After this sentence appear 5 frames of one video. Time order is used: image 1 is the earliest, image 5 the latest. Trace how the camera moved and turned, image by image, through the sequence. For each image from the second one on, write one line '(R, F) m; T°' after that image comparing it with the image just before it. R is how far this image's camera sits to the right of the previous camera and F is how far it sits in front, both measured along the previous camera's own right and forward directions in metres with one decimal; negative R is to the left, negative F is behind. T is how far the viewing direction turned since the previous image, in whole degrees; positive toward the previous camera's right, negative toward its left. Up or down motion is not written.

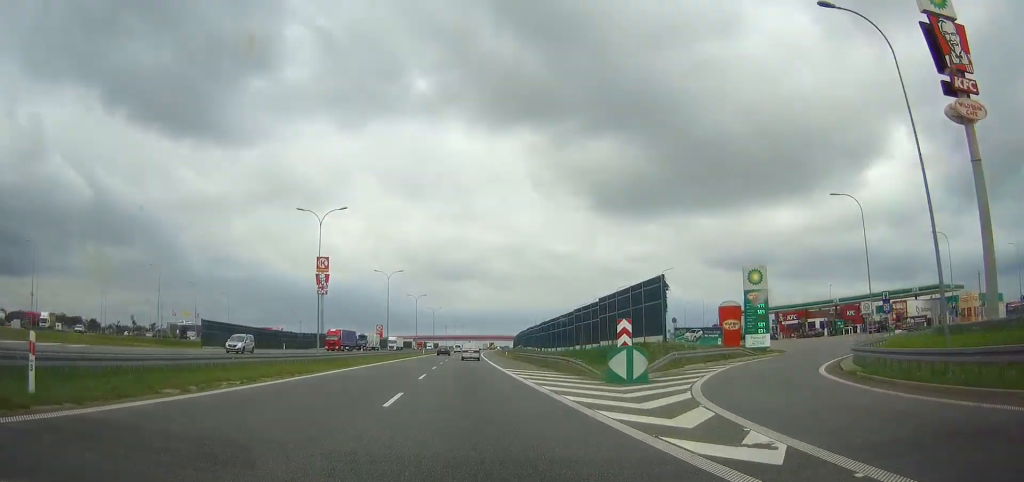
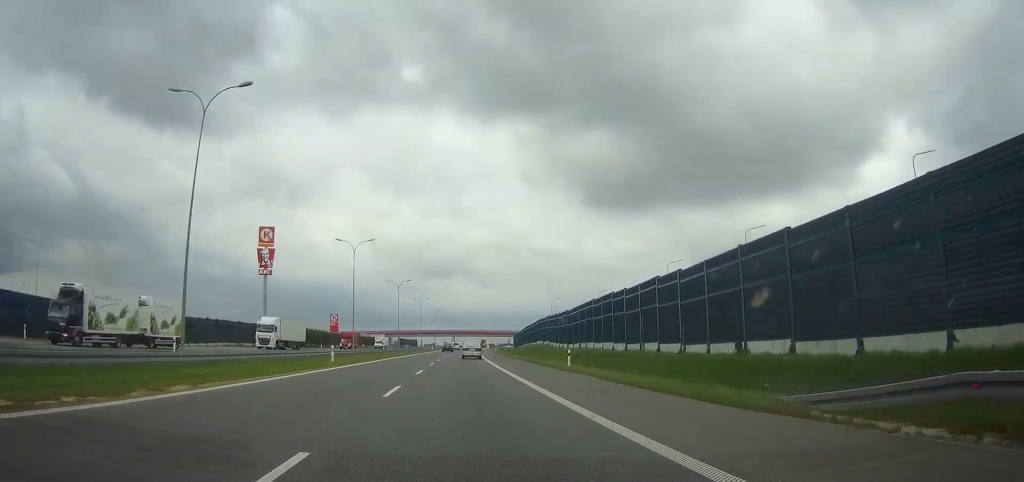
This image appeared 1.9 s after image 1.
(+1.0, +71.2) m; +2°
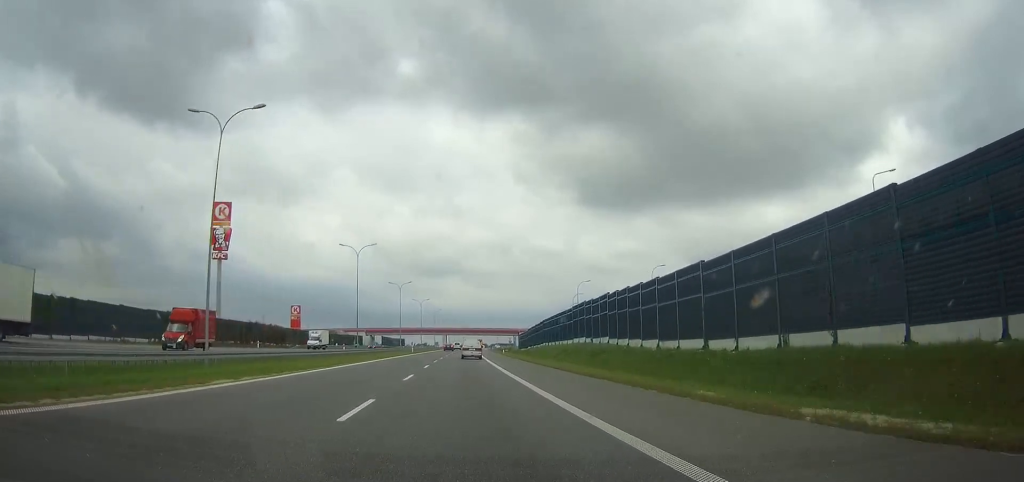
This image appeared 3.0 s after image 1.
(+0.3, +41.9) m; +1°
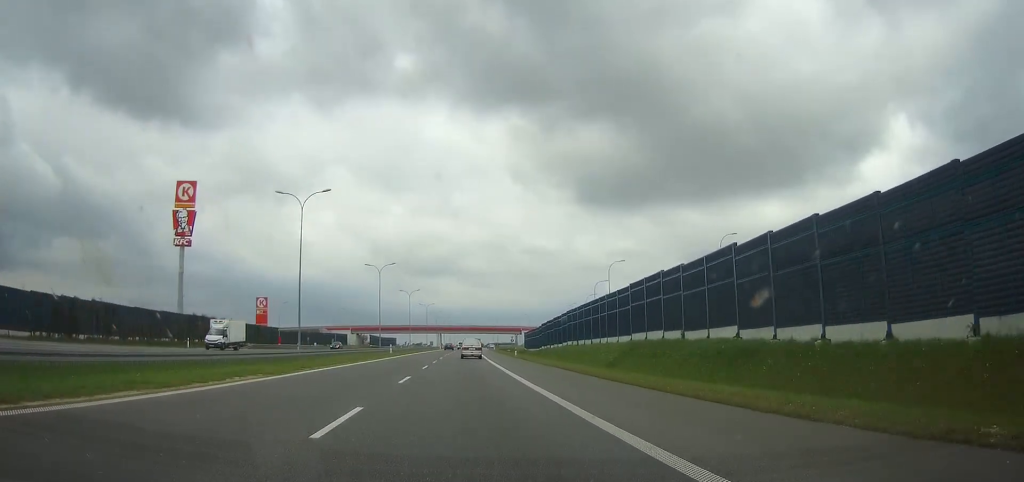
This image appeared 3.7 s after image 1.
(0.0, +26.5) m; 0°
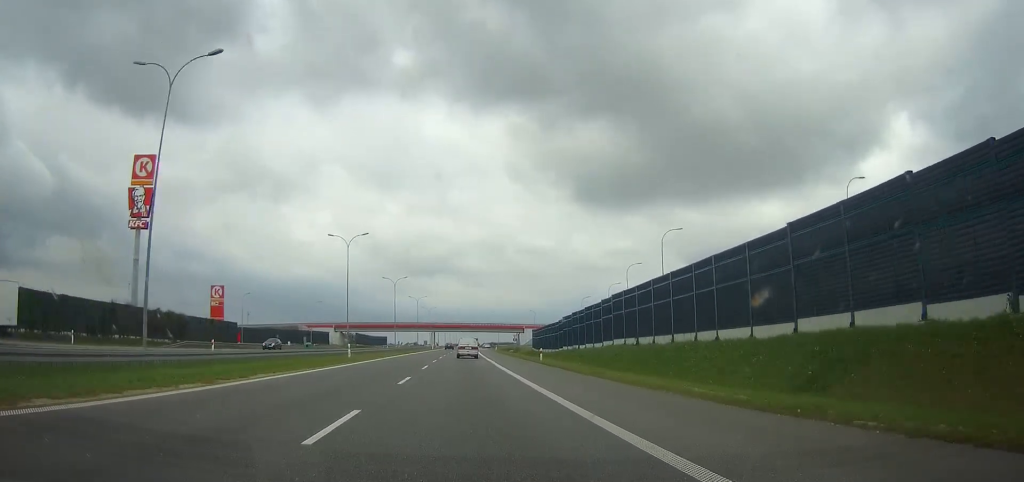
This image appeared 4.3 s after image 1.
(0.0, +25.1) m; 0°
